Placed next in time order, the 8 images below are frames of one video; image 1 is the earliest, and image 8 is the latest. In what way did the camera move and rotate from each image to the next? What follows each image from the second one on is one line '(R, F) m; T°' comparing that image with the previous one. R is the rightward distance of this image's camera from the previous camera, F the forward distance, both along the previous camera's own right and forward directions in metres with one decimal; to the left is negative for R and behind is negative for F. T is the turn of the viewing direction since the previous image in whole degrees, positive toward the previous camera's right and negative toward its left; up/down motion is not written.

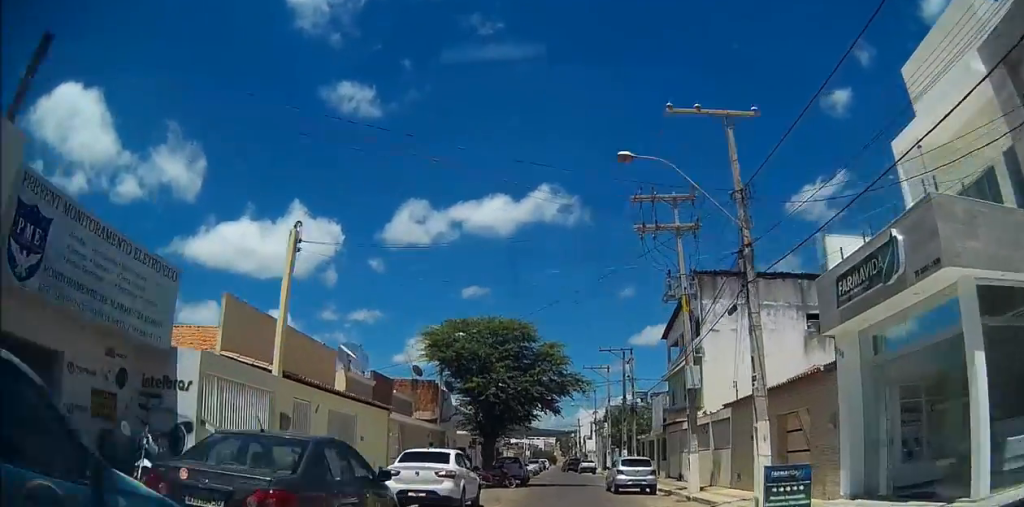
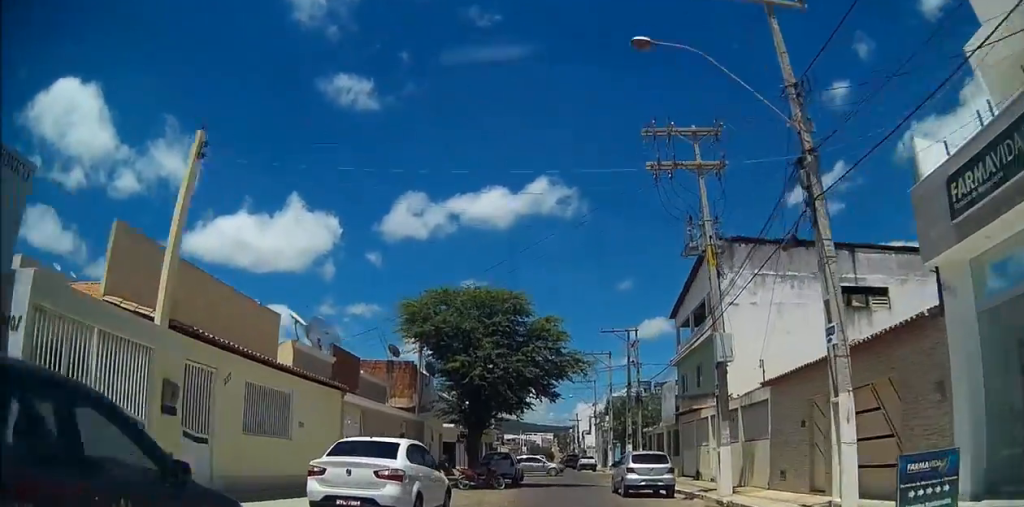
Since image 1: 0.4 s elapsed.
(0.0, +4.0) m; 0°
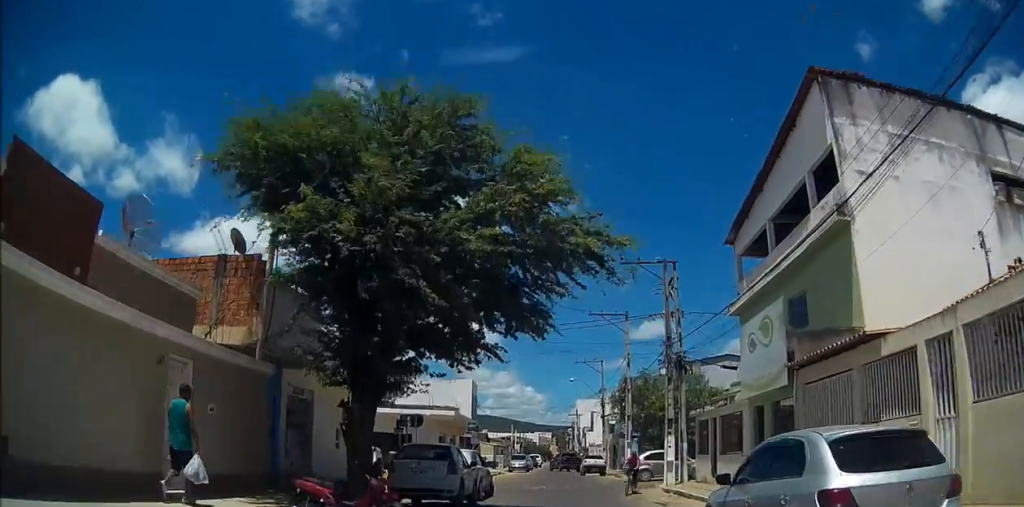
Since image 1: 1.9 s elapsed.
(+0.1, +14.1) m; 0°
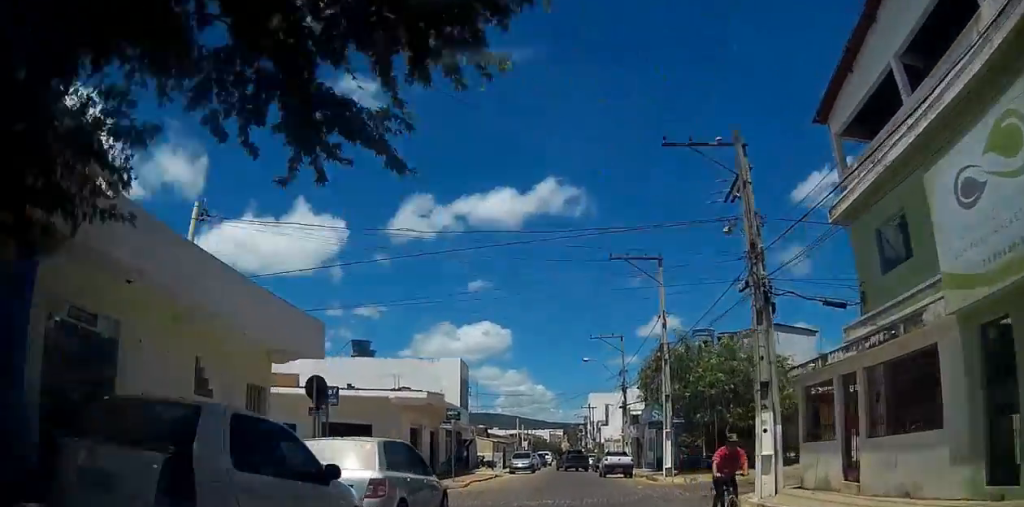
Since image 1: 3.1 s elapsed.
(0.0, +10.6) m; 0°
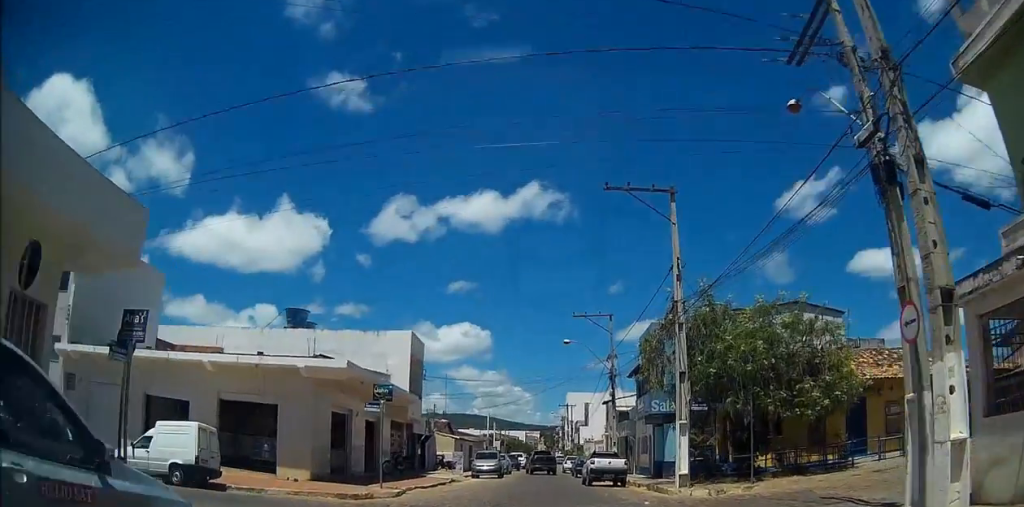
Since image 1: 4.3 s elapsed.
(+0.1, +8.9) m; 0°
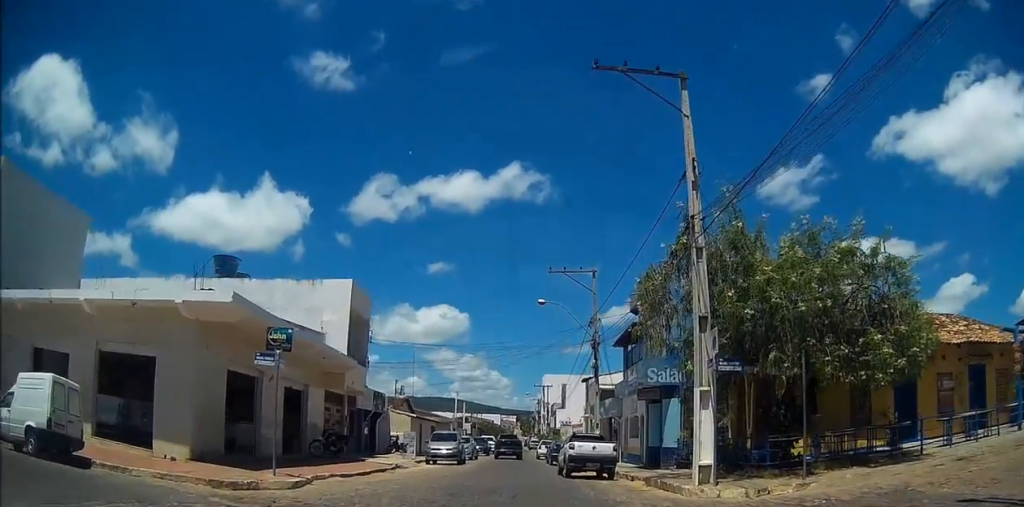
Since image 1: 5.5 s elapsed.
(-0.2, +7.2) m; -1°
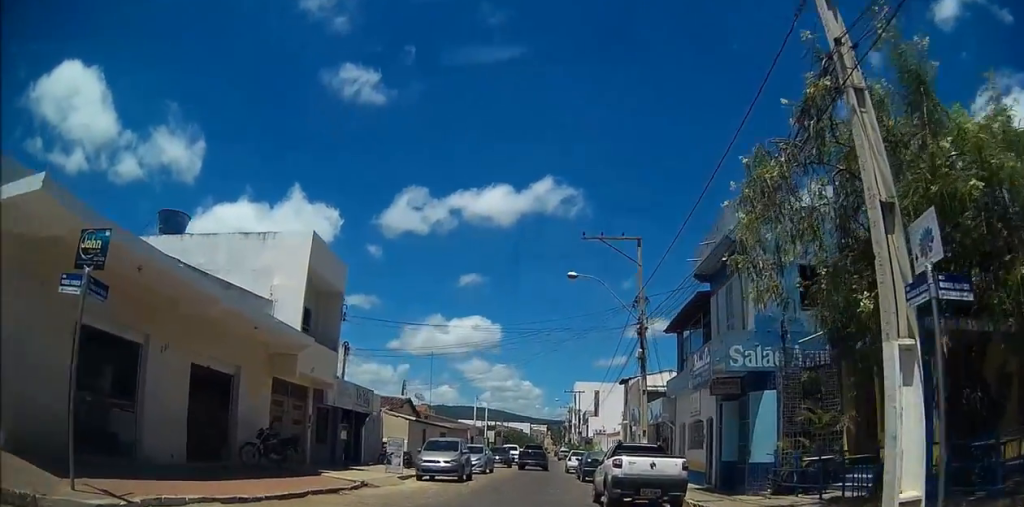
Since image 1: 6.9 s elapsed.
(+0.3, +7.2) m; +4°
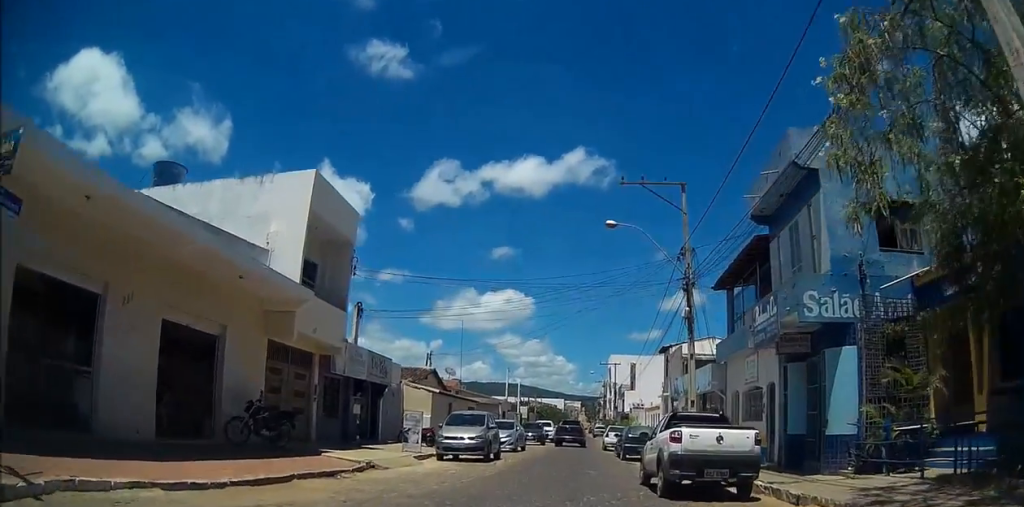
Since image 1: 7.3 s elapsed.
(+0.1, +2.3) m; 0°
